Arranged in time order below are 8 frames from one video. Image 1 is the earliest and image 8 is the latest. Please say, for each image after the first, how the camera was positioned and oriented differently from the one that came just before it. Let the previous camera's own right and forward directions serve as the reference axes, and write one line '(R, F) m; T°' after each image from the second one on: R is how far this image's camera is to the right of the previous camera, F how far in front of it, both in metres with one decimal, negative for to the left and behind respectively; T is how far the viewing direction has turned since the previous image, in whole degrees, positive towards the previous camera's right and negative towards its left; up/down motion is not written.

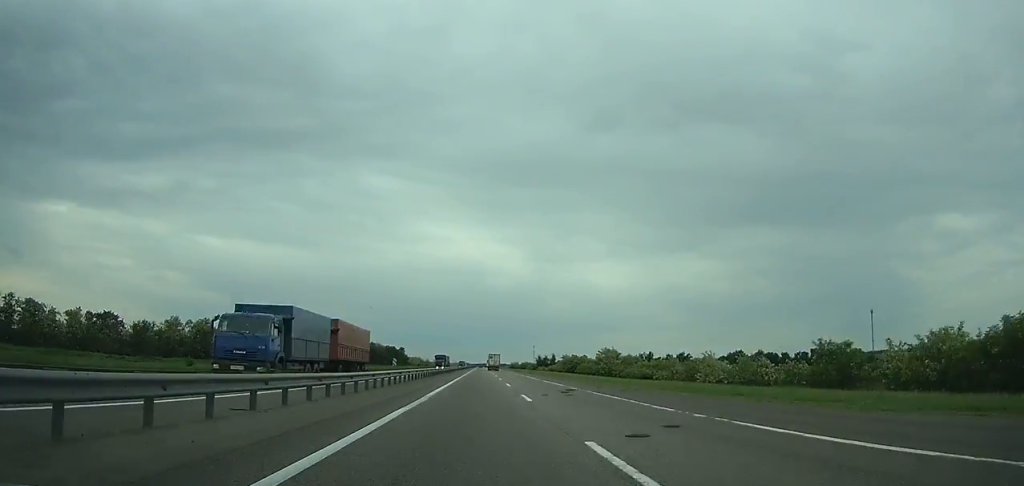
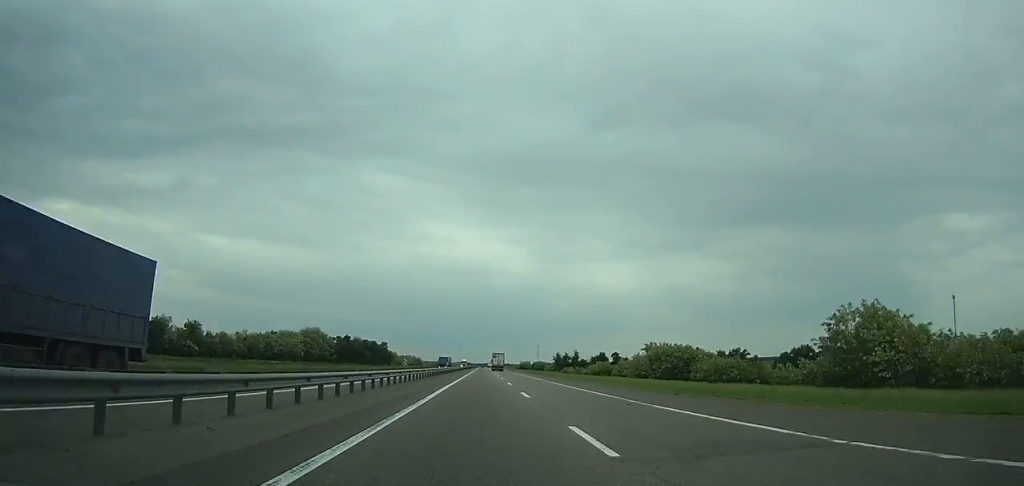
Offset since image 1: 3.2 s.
(-0.6, +77.3) m; 0°
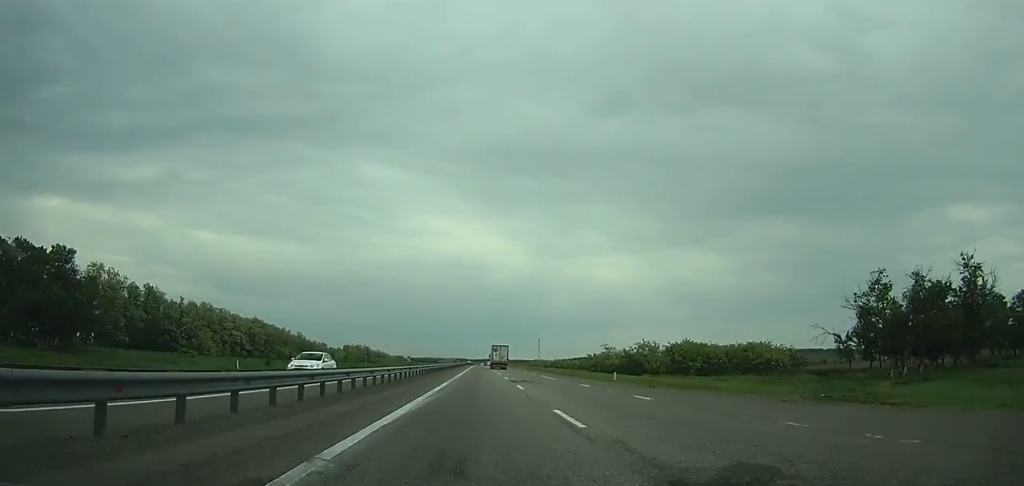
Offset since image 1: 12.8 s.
(-0.9, +235.7) m; 0°
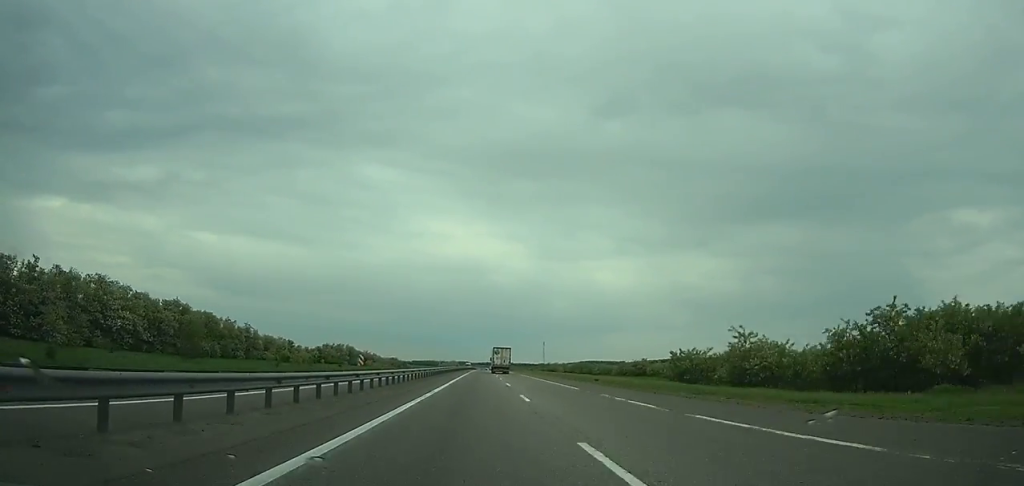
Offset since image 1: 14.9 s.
(+0.3, +52.6) m; 0°
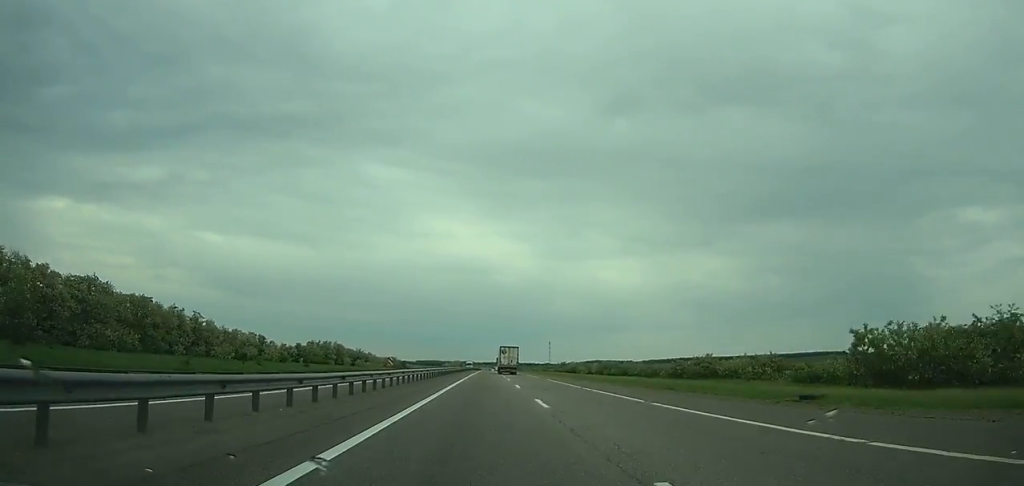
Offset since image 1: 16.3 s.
(-0.1, +35.5) m; 0°
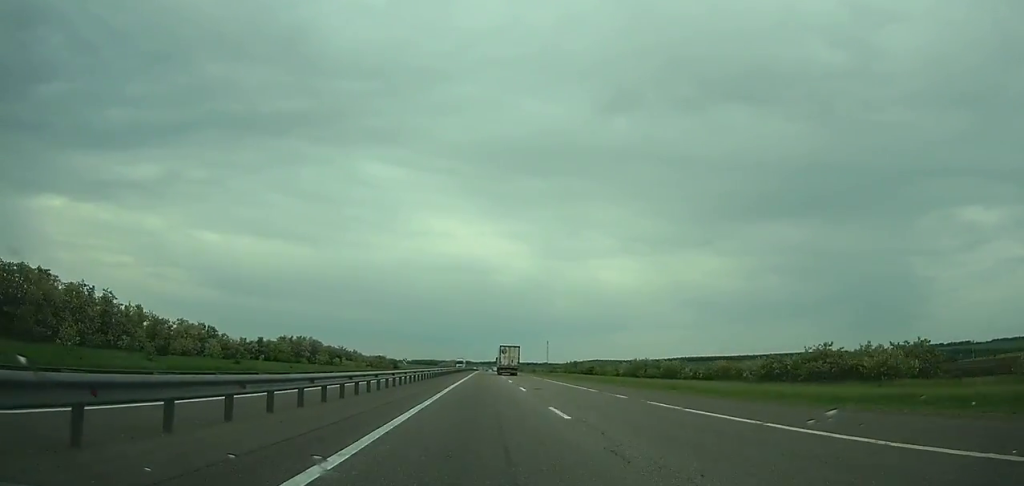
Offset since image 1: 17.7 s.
(-0.1, +35.5) m; 0°
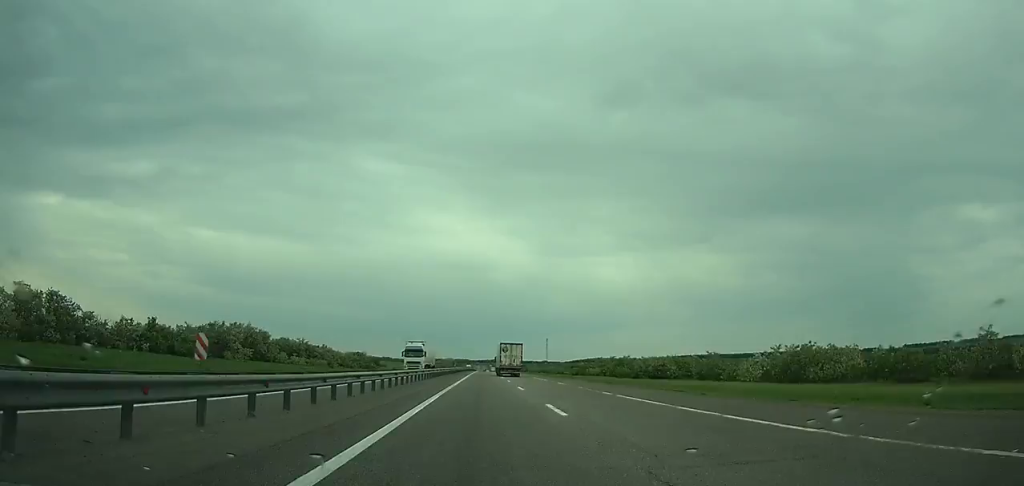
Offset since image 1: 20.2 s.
(0.0, +64.3) m; 0°
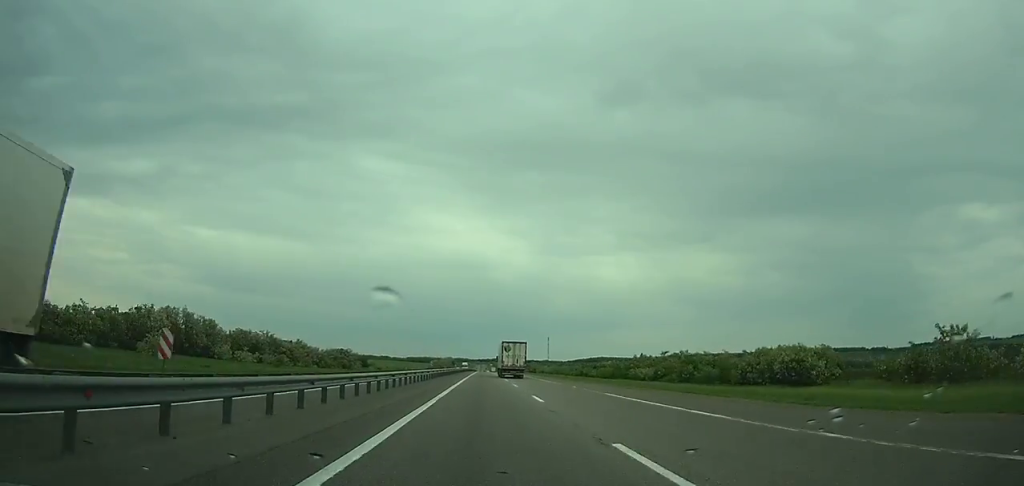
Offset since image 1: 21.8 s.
(-0.1, +41.5) m; 0°
